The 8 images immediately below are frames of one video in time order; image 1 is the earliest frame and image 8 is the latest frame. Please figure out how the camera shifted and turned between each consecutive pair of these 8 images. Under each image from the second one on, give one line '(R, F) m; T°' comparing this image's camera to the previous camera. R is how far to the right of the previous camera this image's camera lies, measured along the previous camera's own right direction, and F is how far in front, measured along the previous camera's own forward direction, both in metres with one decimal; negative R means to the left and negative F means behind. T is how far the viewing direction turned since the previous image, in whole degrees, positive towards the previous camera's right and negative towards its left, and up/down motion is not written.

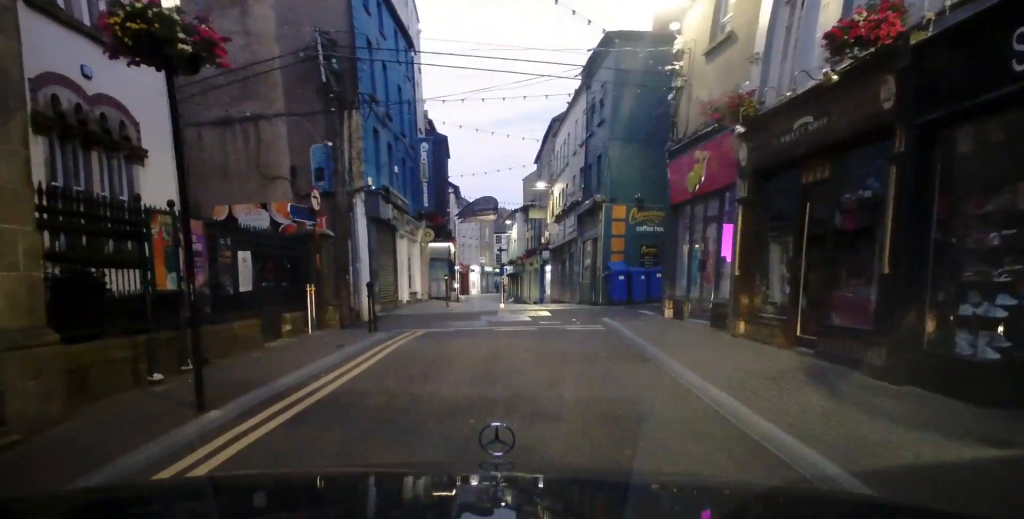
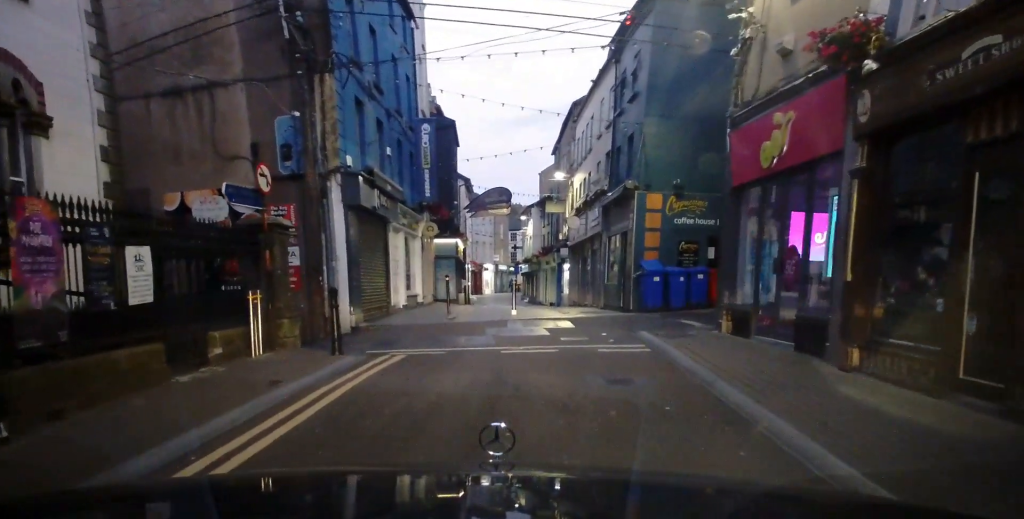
(-0.2, +4.0) m; -5°
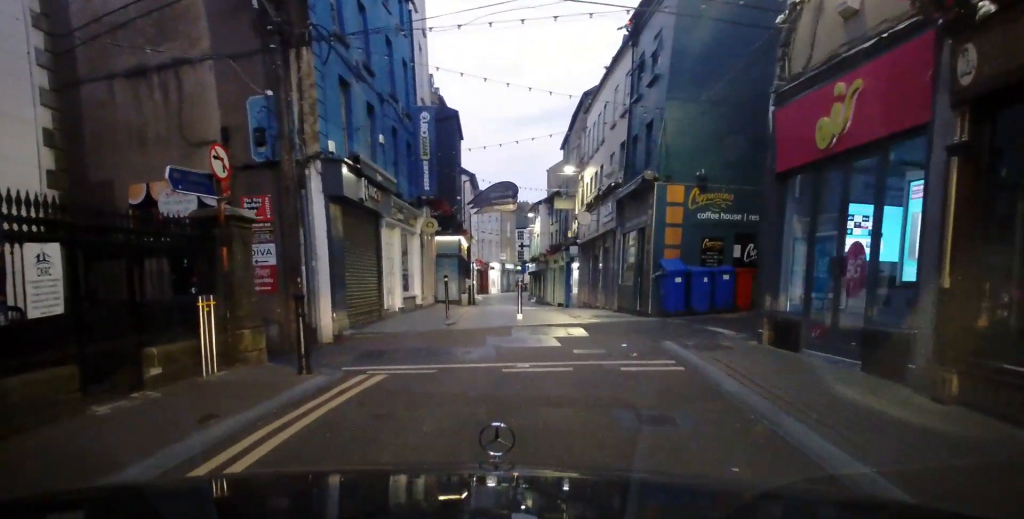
(0.0, +2.0) m; -1°
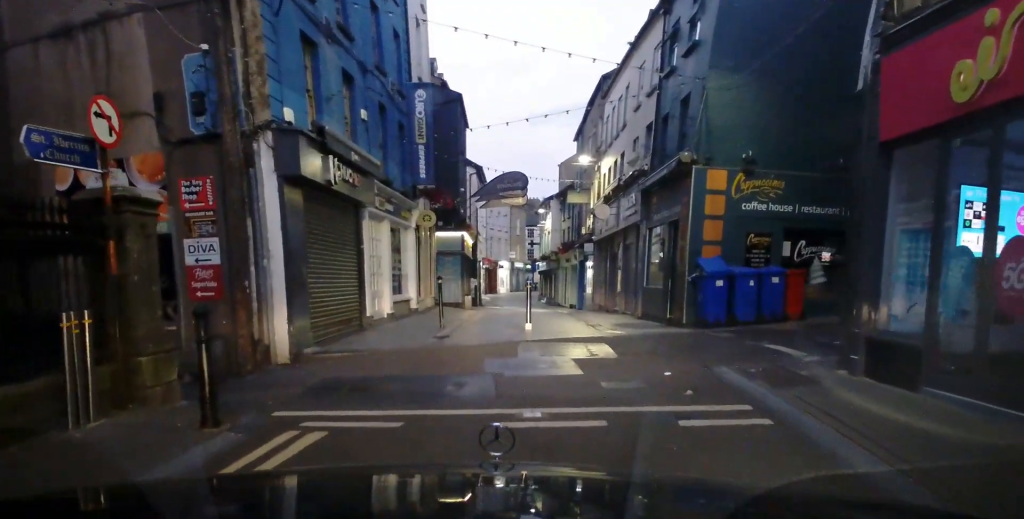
(0.0, +3.1) m; +4°
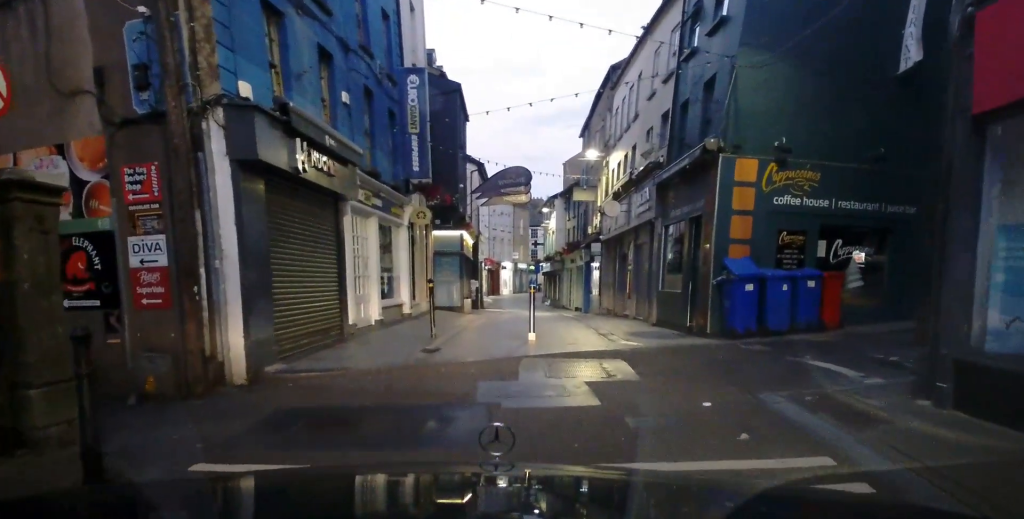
(+0.1, +1.9) m; +3°
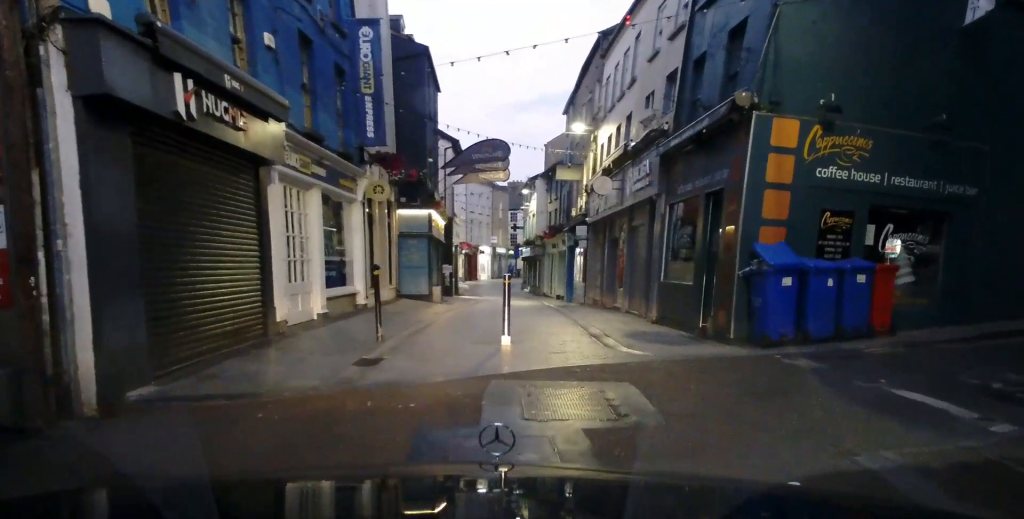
(0.0, +3.0) m; -1°
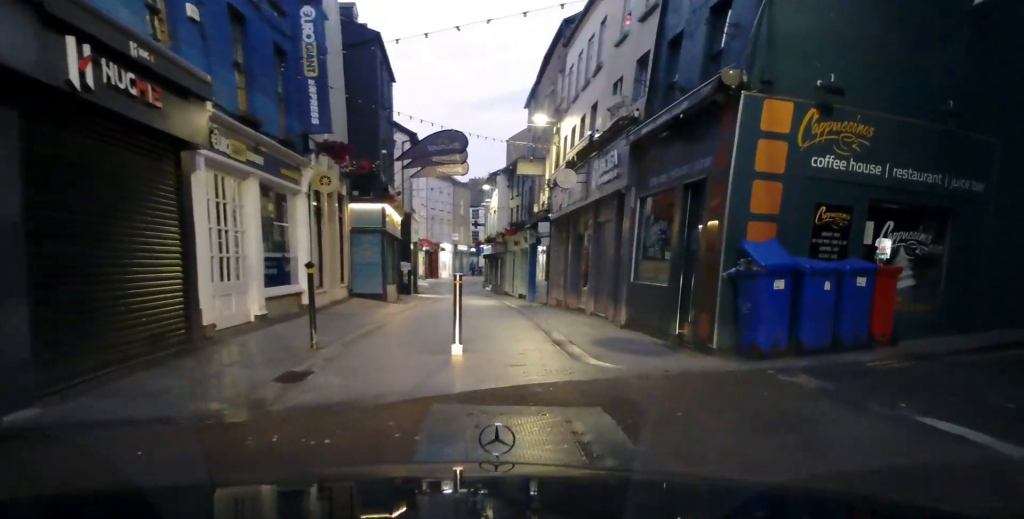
(-0.1, +1.3) m; 0°
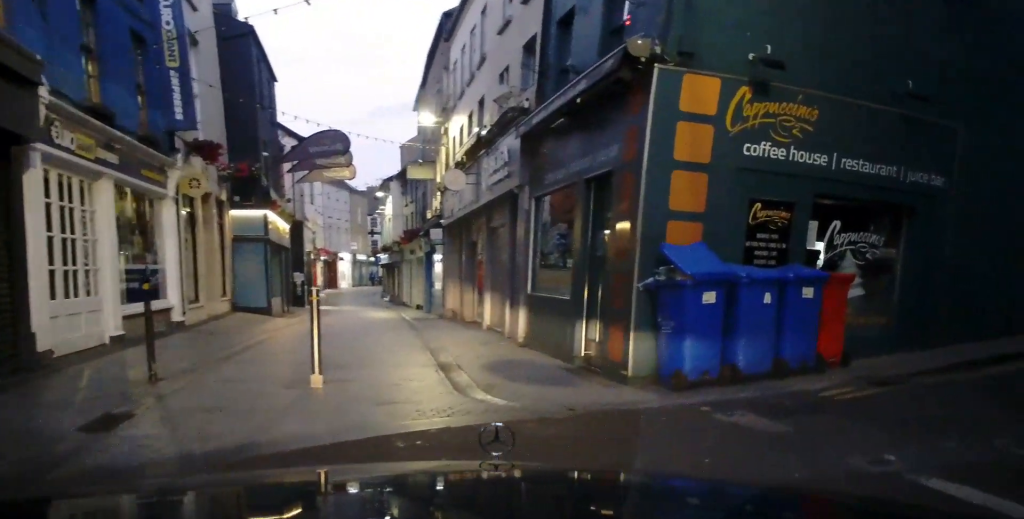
(+0.1, +1.8) m; +13°
